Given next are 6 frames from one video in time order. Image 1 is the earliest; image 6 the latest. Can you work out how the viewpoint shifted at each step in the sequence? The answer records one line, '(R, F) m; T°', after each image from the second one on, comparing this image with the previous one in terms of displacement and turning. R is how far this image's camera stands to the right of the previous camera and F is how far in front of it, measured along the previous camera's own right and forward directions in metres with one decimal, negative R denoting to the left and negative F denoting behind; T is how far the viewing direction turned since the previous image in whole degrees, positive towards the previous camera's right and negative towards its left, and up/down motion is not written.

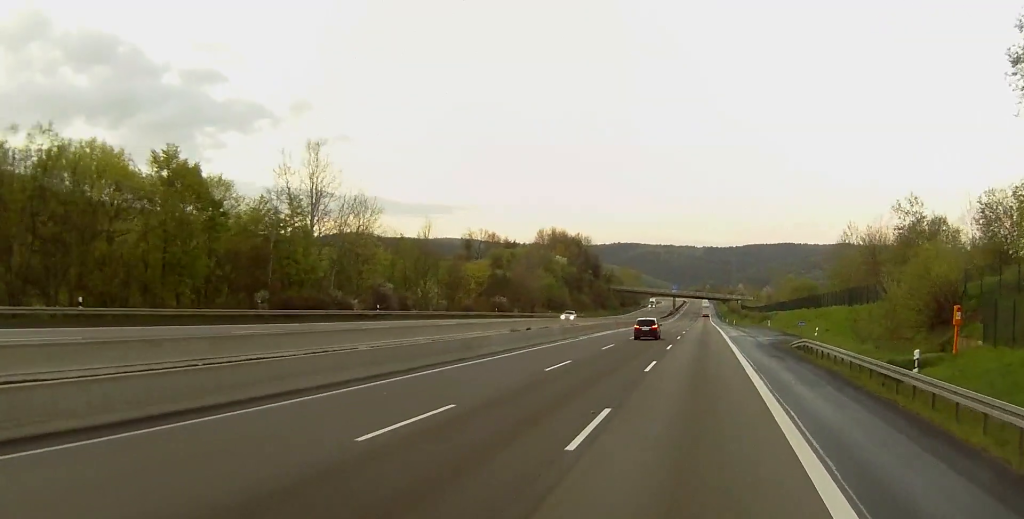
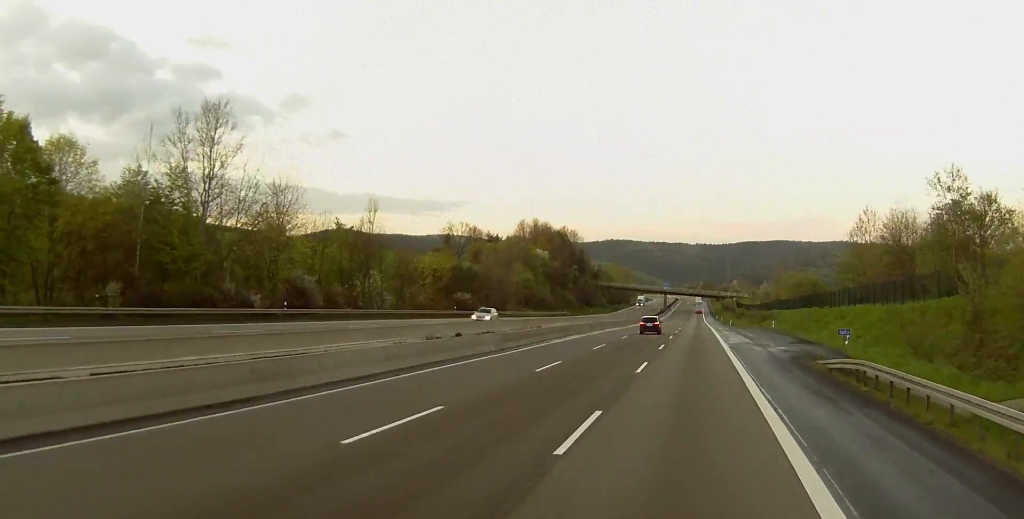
(+0.2, +18.0) m; +1°
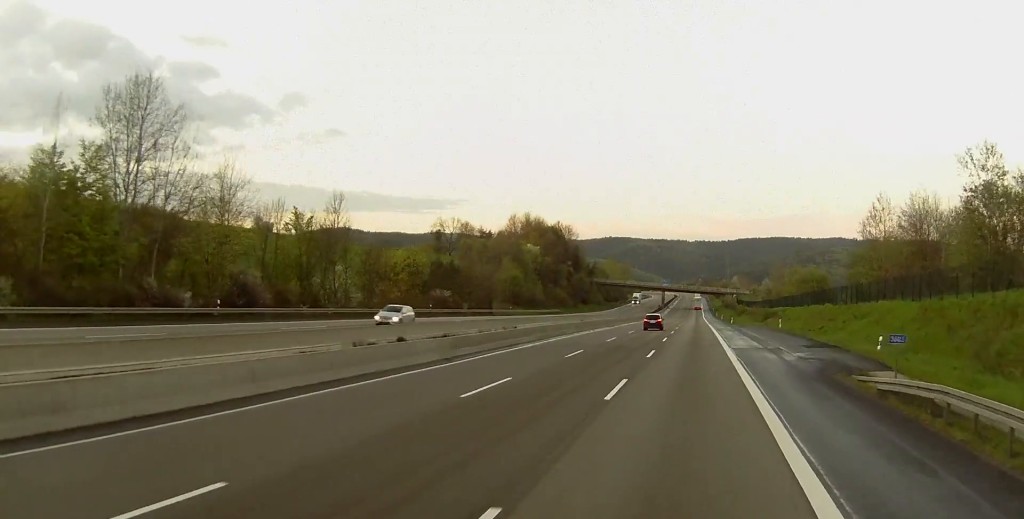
(0.0, +9.8) m; 0°
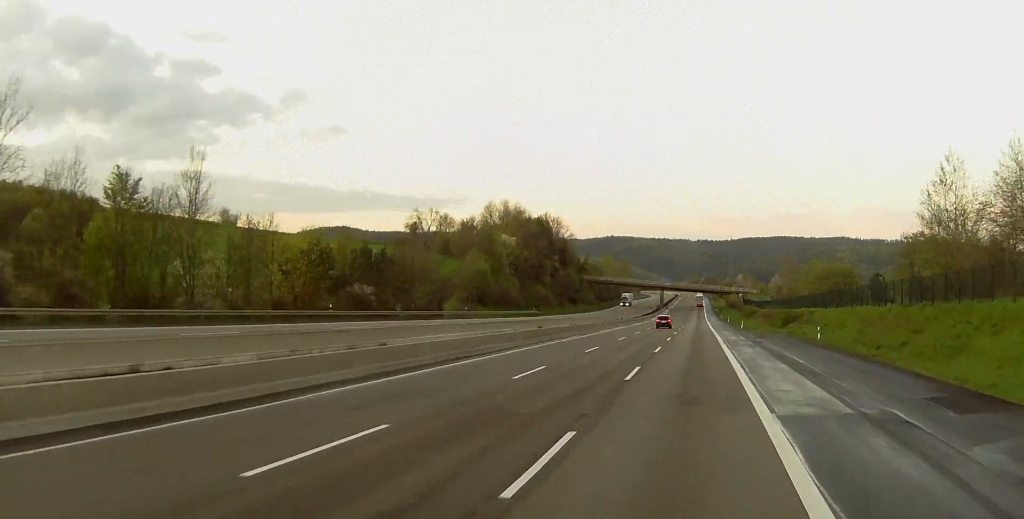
(0.0, +28.8) m; 0°
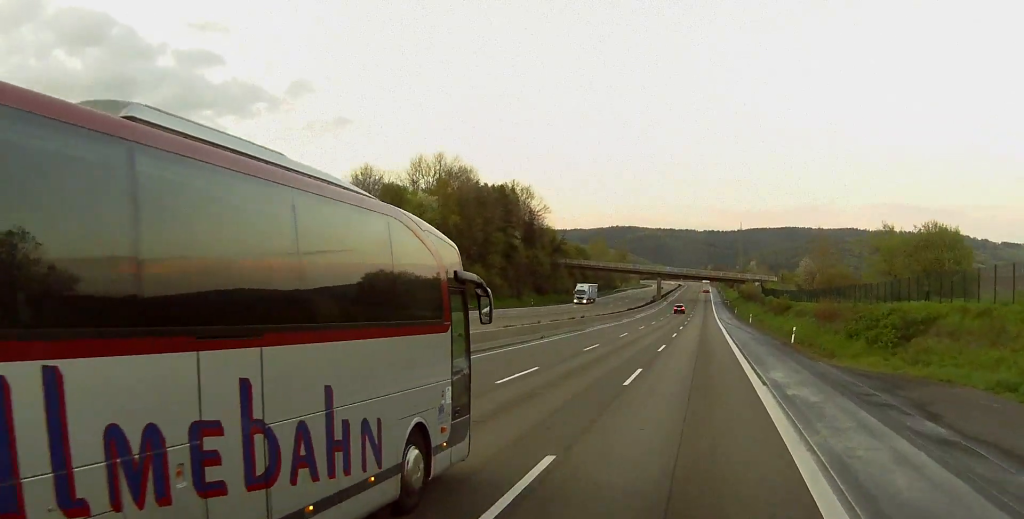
(-1.2, +57.3) m; -2°
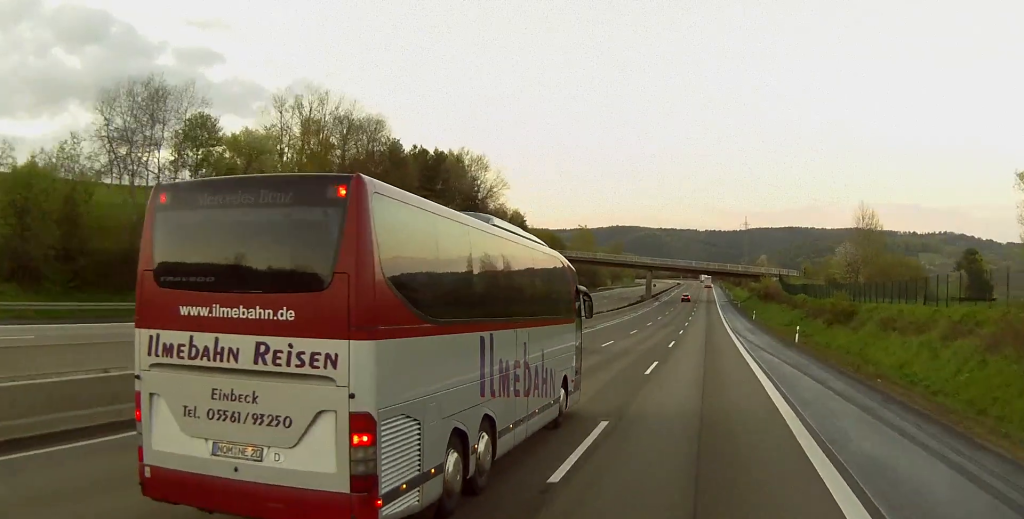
(+0.6, +50.5) m; +1°
